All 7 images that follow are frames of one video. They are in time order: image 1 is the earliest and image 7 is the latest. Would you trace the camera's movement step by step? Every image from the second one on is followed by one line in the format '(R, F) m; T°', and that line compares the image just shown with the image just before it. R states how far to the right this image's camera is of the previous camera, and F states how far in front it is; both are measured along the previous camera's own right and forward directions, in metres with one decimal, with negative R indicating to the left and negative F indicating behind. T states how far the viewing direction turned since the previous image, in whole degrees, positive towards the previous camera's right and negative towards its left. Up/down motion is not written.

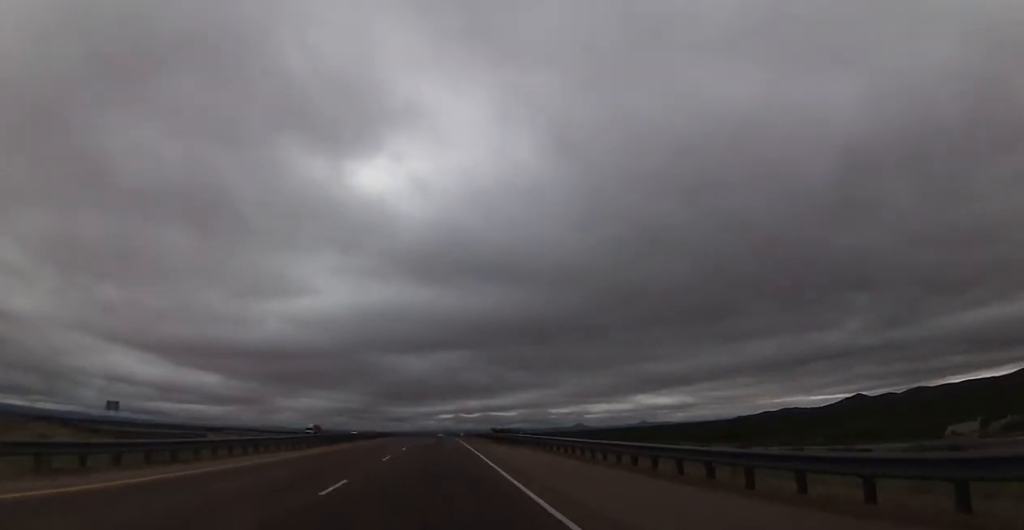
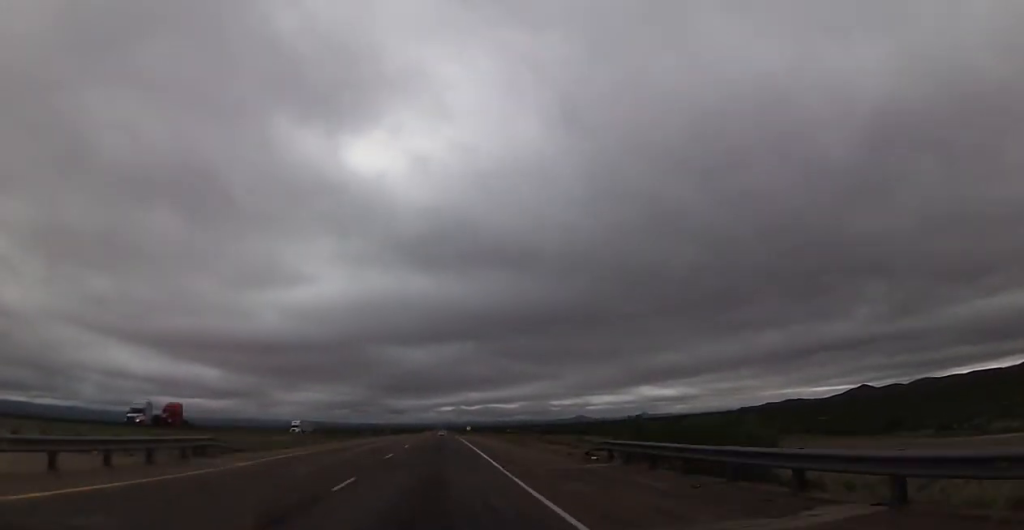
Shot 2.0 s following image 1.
(0.0, +71.8) m; 0°
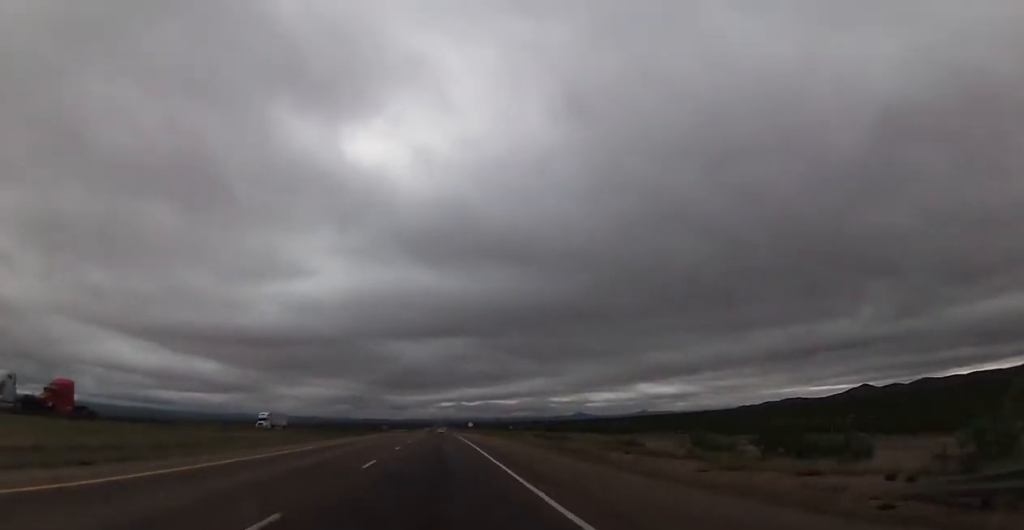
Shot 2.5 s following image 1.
(0.0, +19.5) m; 0°
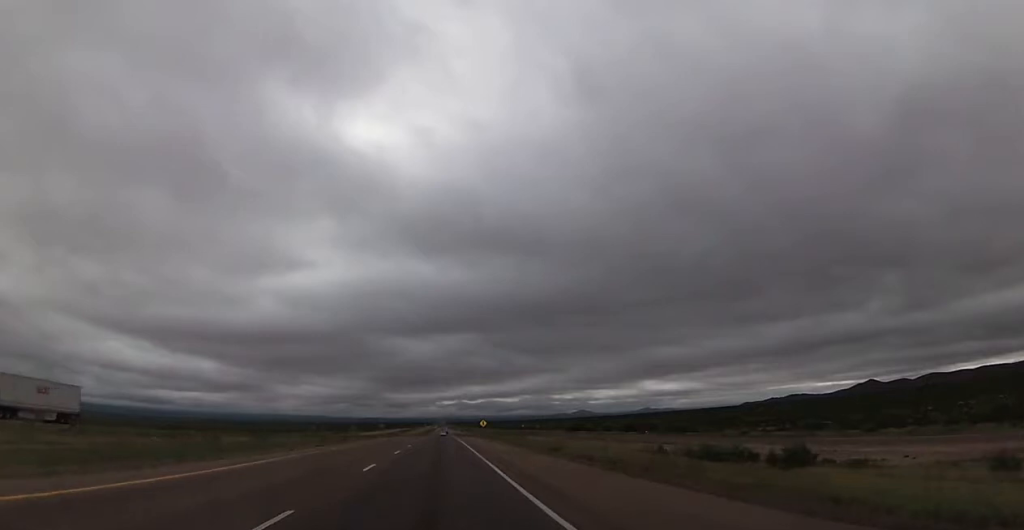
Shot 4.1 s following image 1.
(0.0, +59.8) m; 0°
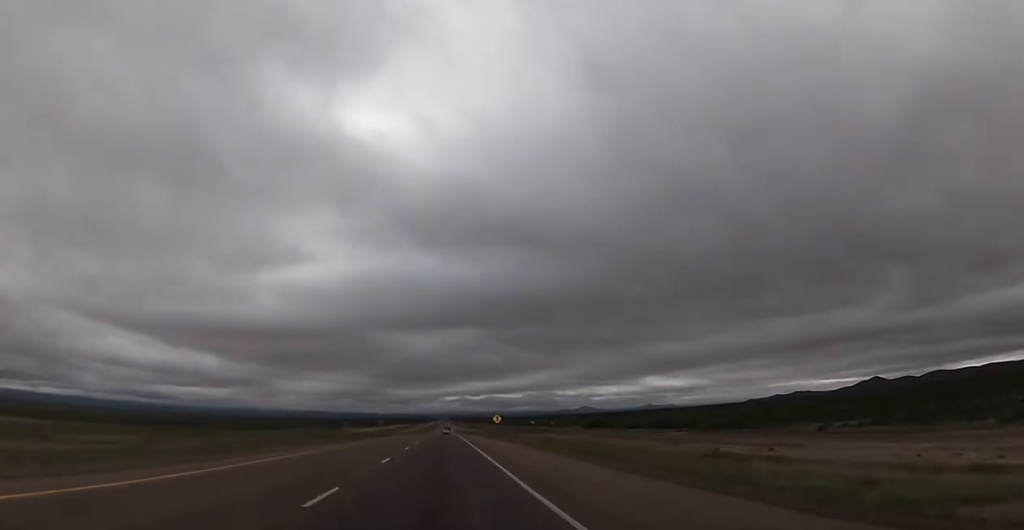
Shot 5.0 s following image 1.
(-0.2, +32.9) m; 0°
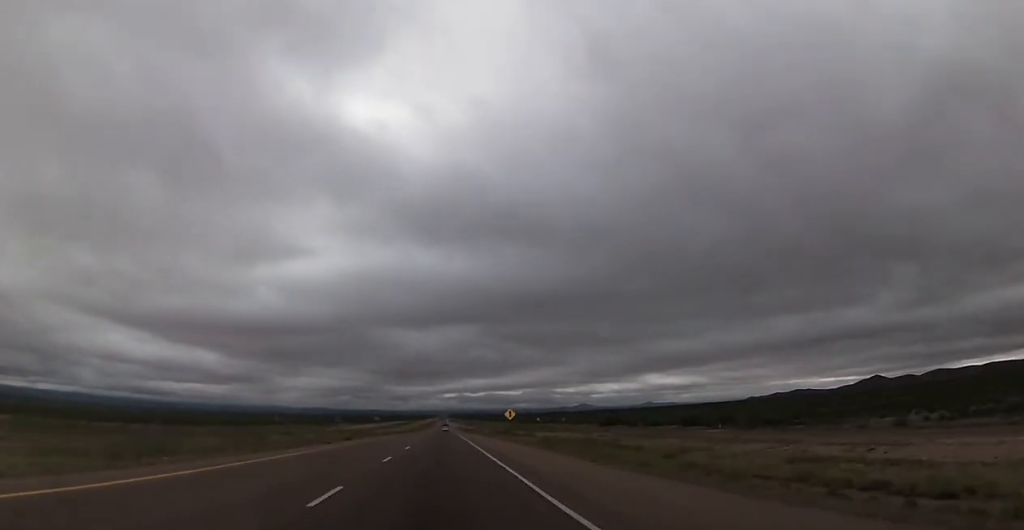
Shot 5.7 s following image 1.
(-0.3, +24.4) m; 0°
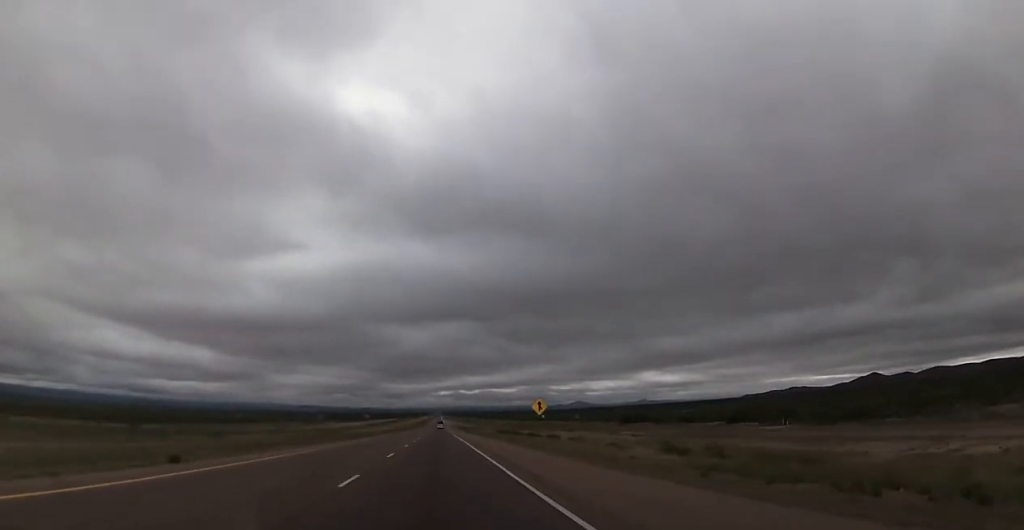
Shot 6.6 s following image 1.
(+0.5, +33.0) m; +1°
